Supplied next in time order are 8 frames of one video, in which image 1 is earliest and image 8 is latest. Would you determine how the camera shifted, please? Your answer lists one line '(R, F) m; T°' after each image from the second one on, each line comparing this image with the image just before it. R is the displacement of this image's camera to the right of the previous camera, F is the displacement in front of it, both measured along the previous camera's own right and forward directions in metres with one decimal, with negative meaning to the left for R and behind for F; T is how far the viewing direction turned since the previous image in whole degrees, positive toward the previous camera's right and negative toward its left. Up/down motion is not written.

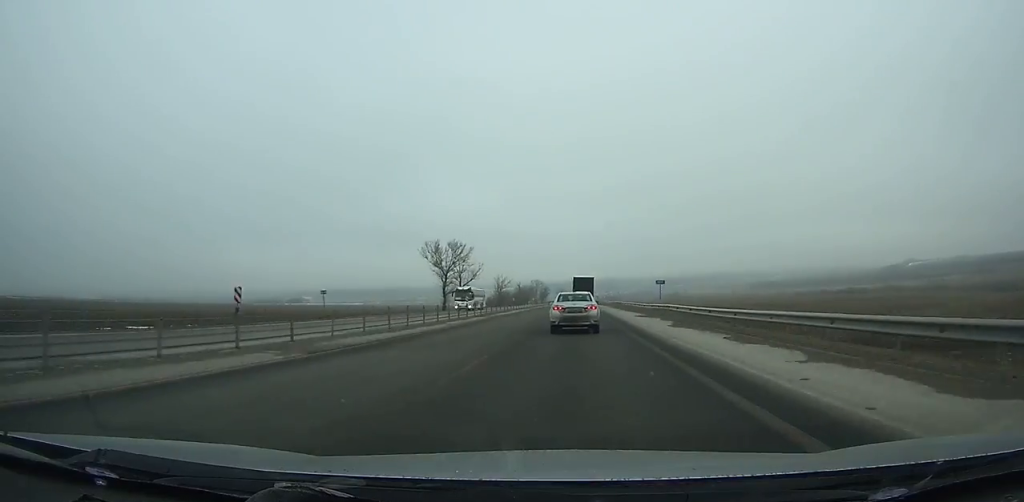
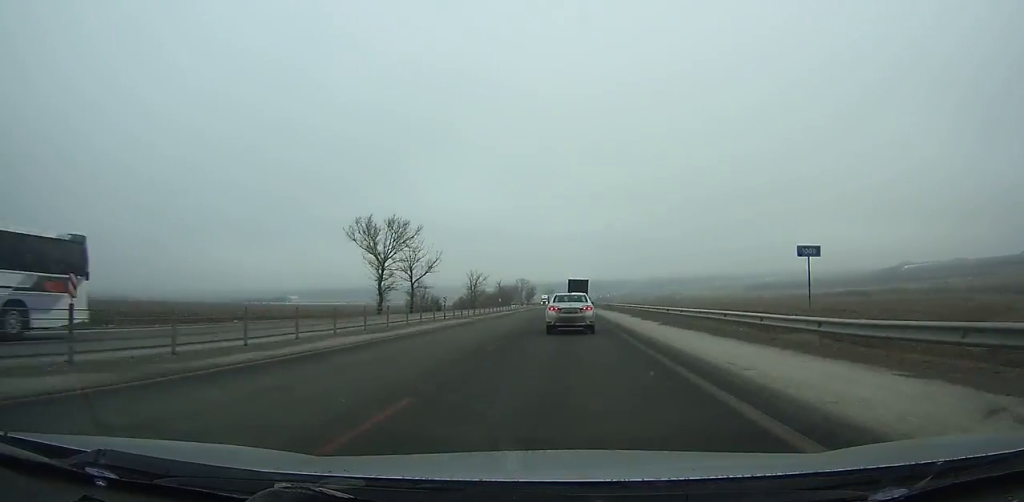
(0.0, +35.3) m; 0°
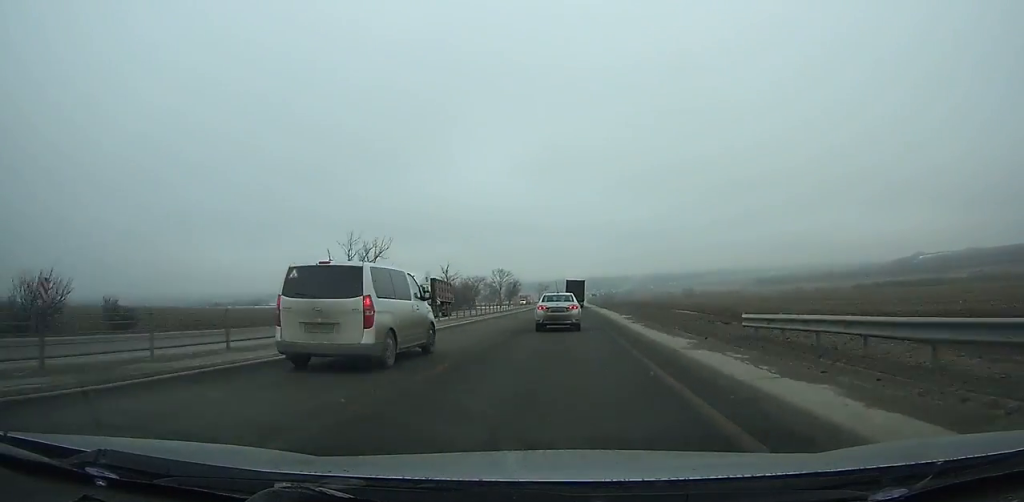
(+0.7, +90.7) m; 0°
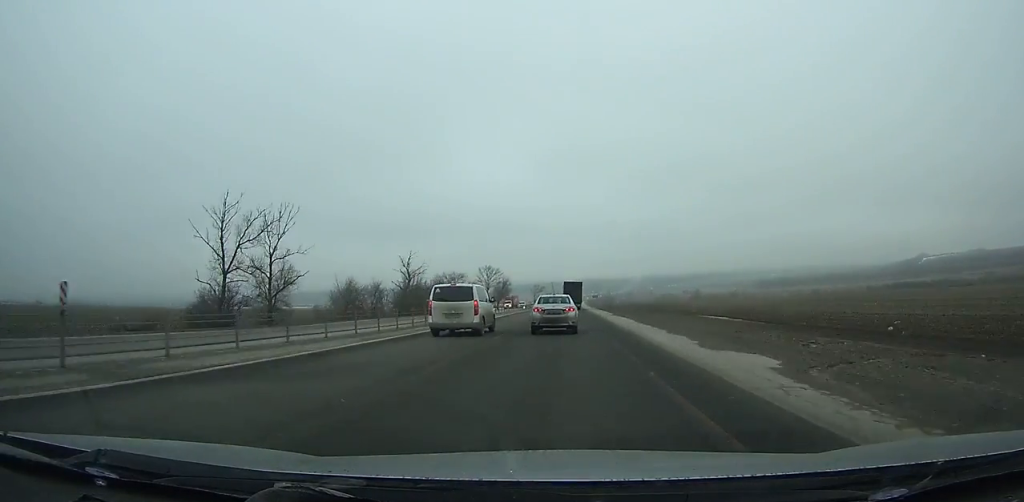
(0.0, +28.9) m; 0°
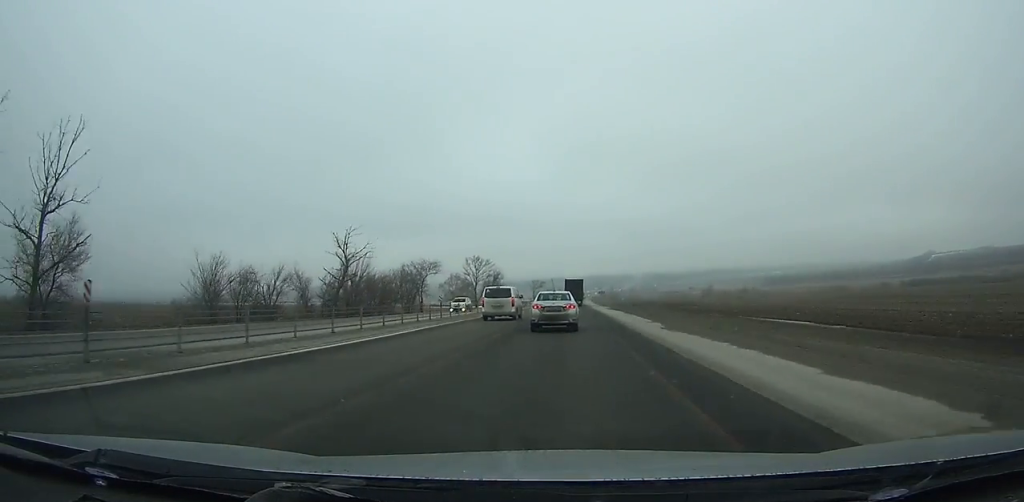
(0.0, +29.0) m; 0°
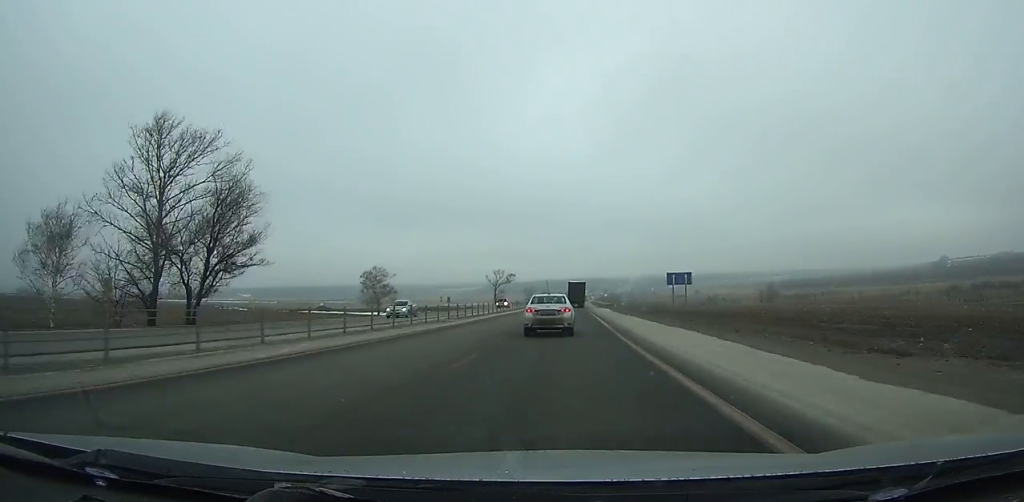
(0.0, +134.1) m; +1°
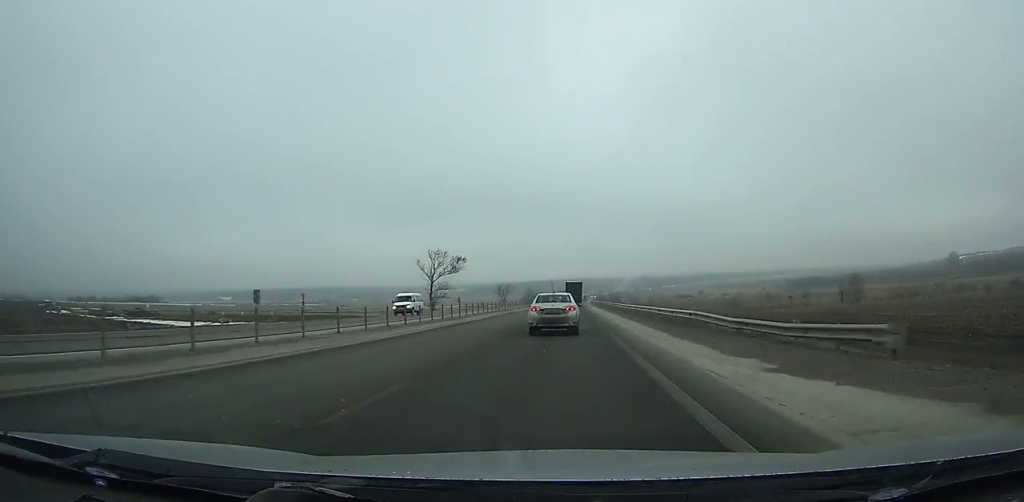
(+0.8, +83.0) m; +1°
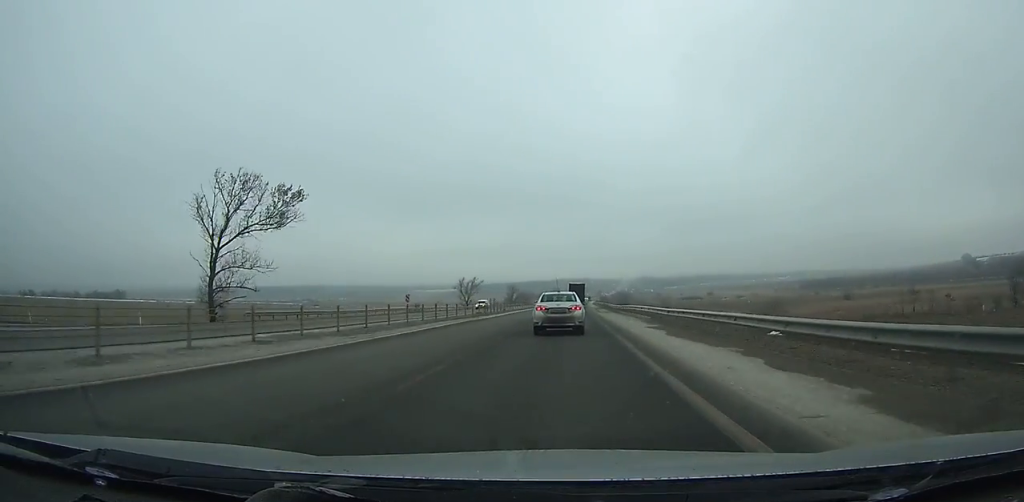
(+0.3, +74.6) m; 0°
